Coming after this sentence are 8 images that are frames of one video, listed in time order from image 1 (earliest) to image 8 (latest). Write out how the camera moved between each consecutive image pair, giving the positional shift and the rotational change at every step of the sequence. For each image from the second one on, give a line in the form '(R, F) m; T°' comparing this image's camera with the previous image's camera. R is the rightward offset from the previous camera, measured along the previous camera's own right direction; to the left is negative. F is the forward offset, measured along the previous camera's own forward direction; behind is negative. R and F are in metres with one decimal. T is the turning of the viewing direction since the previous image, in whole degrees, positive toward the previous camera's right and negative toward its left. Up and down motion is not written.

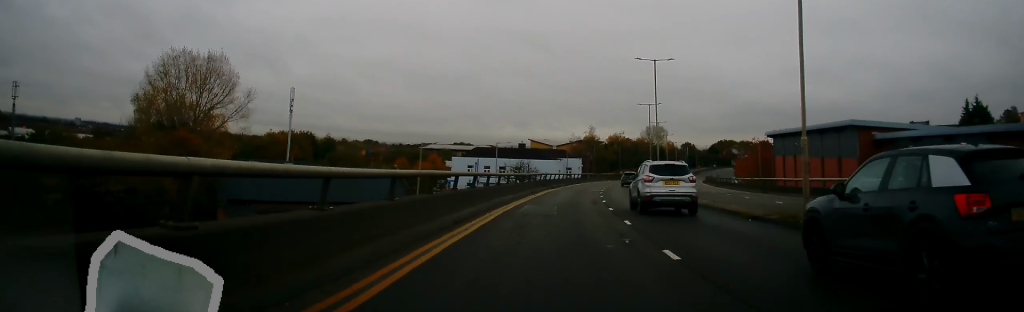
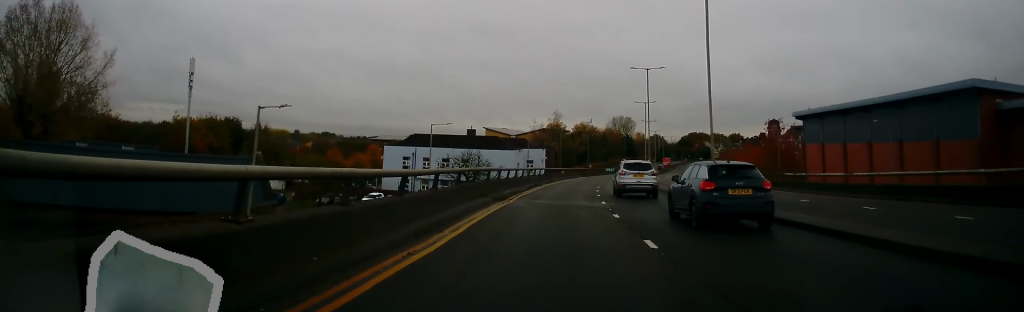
(+1.5, +23.0) m; +5°
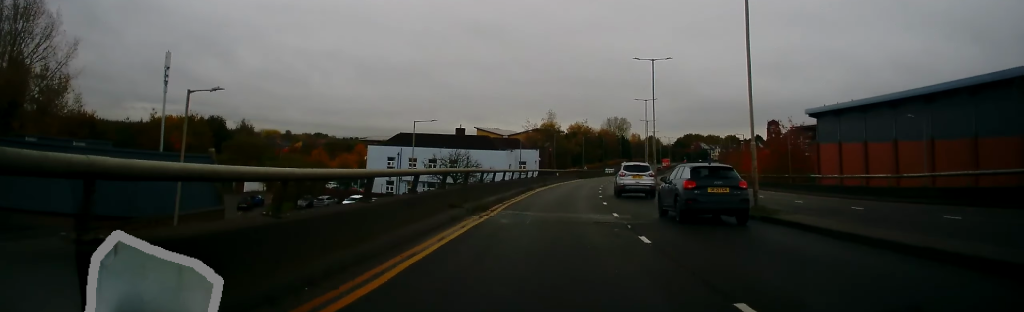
(-0.2, +5.2) m; 0°
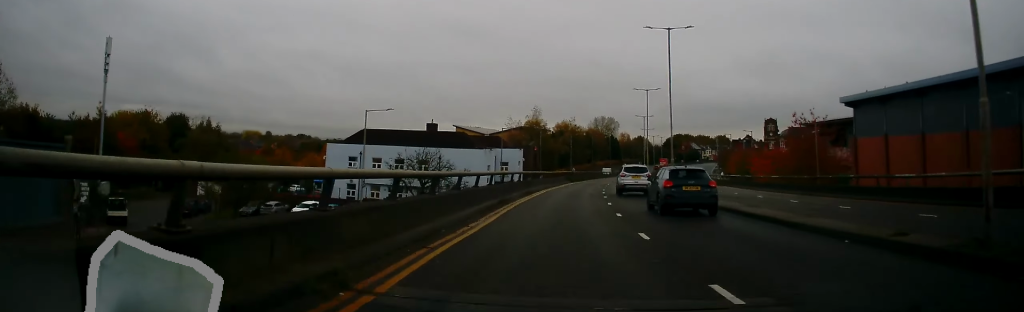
(+0.2, +11.0) m; +1°
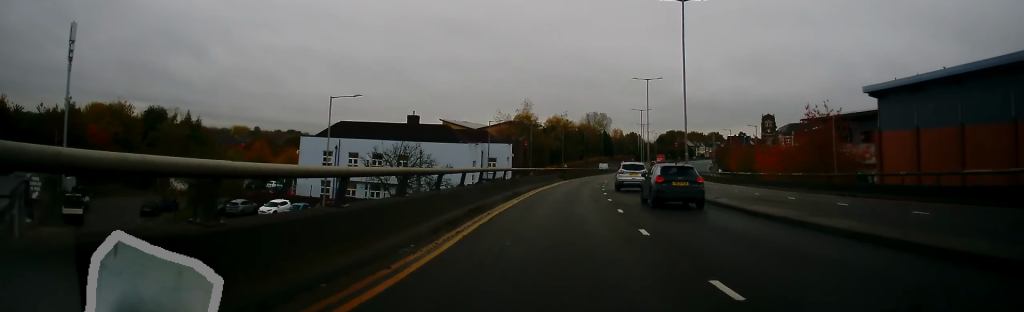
(+0.1, +5.7) m; +1°
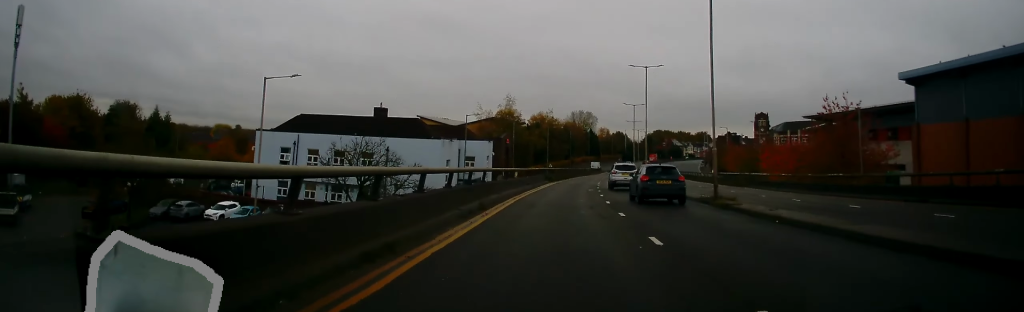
(0.0, +7.5) m; 0°
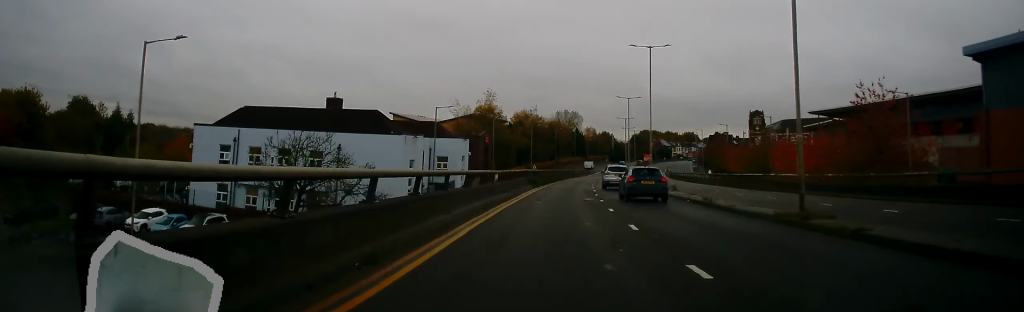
(0.0, +9.2) m; +1°
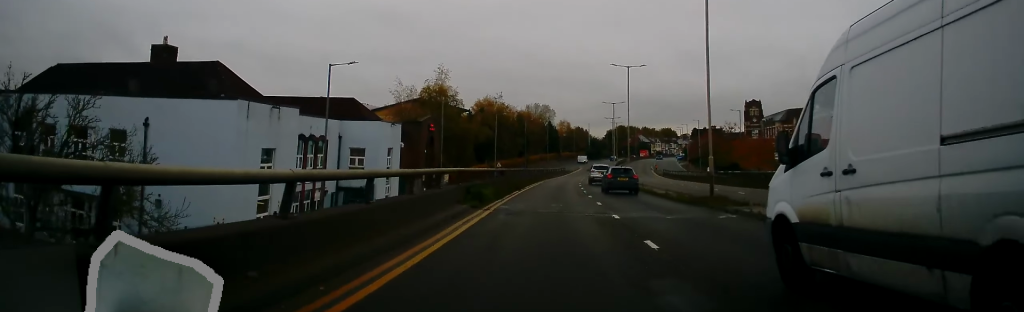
(+0.7, +21.3) m; +6°
